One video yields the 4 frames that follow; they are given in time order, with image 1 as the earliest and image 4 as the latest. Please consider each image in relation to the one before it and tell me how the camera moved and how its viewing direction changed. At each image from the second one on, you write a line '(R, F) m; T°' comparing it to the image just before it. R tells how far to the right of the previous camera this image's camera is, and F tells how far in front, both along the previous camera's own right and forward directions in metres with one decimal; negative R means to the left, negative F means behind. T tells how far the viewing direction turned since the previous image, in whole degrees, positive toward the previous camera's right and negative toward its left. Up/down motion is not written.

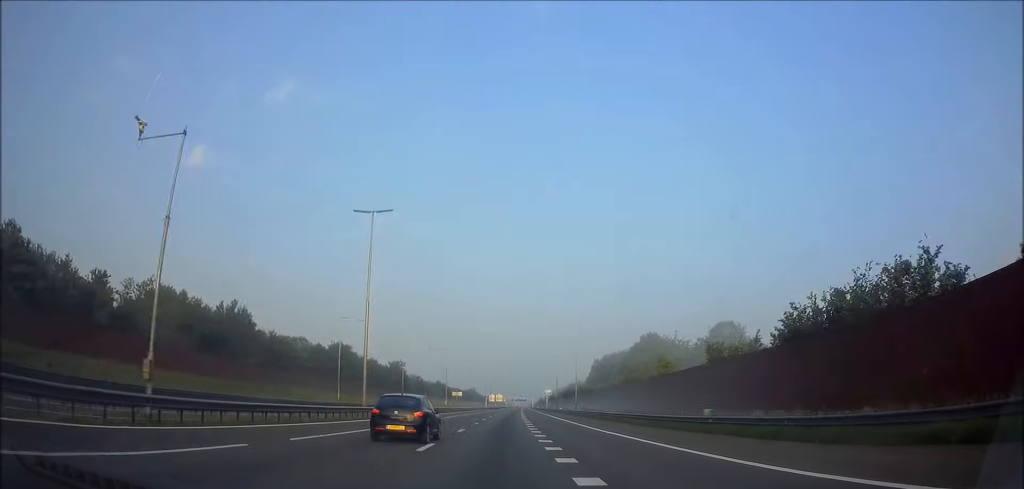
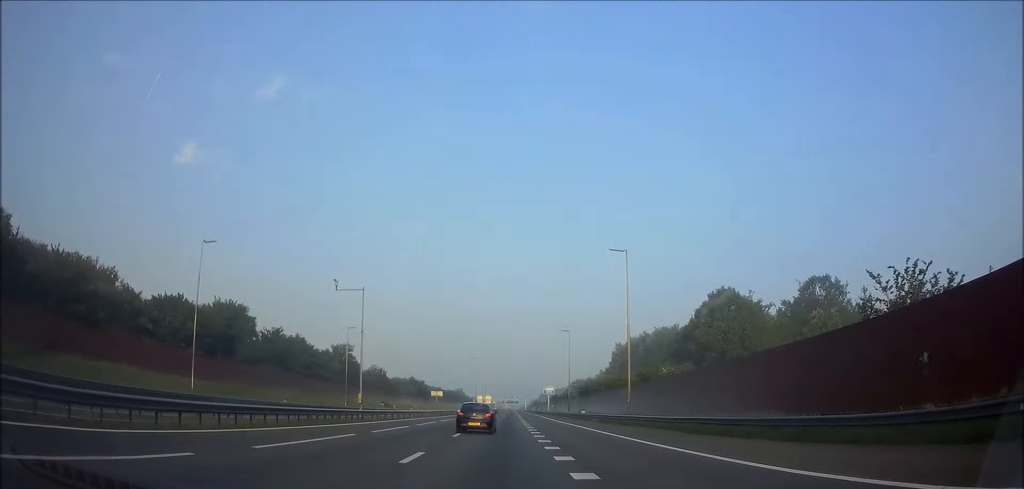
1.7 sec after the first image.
(+0.5, +50.5) m; +1°
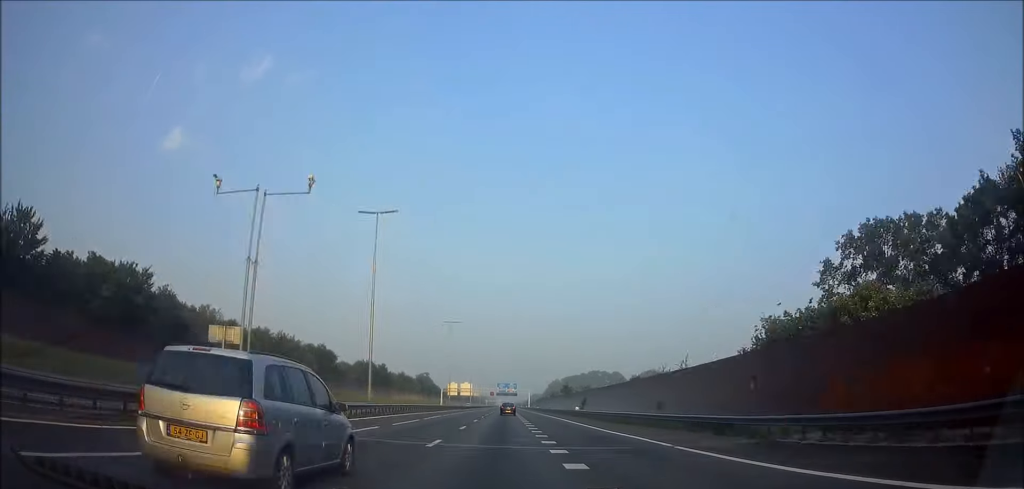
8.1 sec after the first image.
(+1.6, +187.4) m; +1°
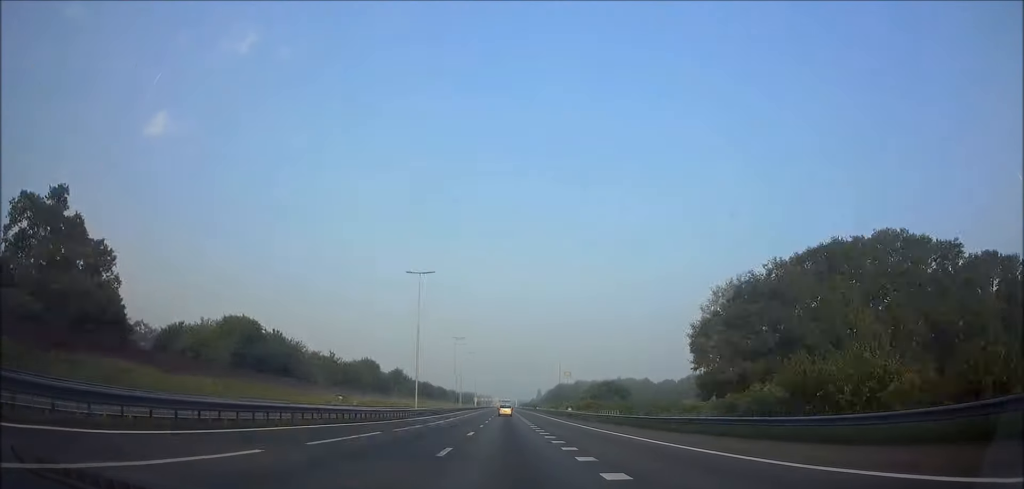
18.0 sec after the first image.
(+0.2, +289.5) m; 0°
